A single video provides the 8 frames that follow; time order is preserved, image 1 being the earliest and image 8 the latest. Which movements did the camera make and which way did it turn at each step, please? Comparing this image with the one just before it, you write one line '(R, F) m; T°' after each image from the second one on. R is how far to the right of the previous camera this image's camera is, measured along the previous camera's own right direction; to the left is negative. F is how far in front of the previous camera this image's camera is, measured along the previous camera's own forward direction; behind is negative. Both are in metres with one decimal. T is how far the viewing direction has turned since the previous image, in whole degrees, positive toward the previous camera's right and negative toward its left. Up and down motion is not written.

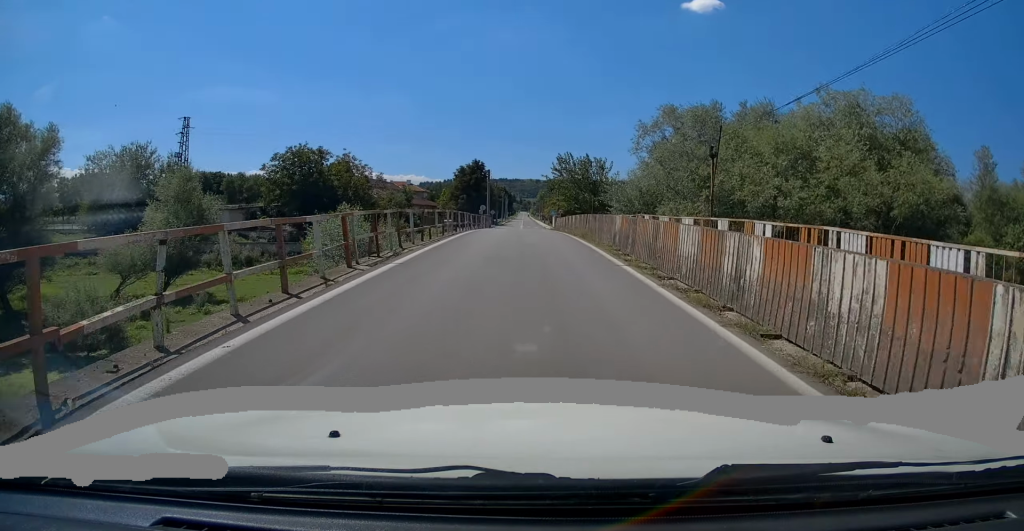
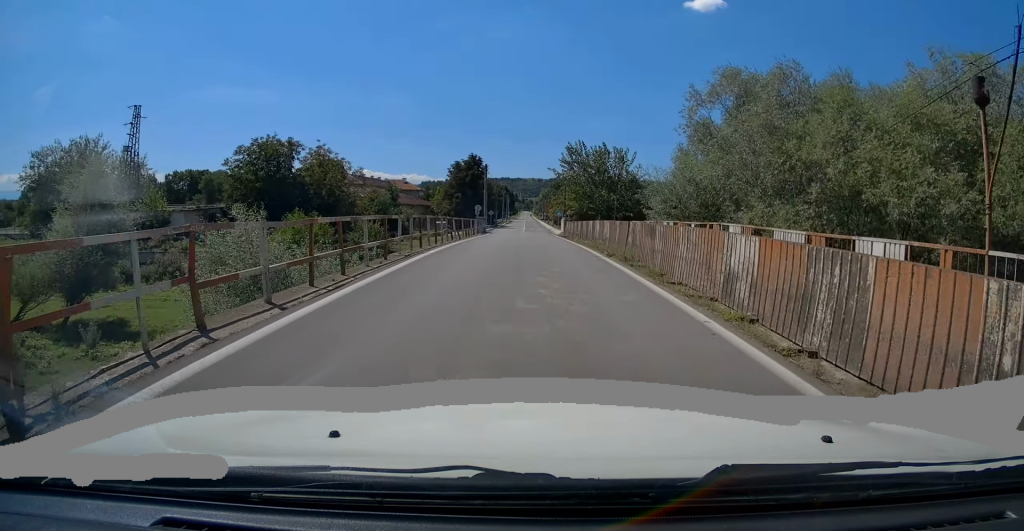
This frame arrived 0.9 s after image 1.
(0.0, +9.9) m; 0°
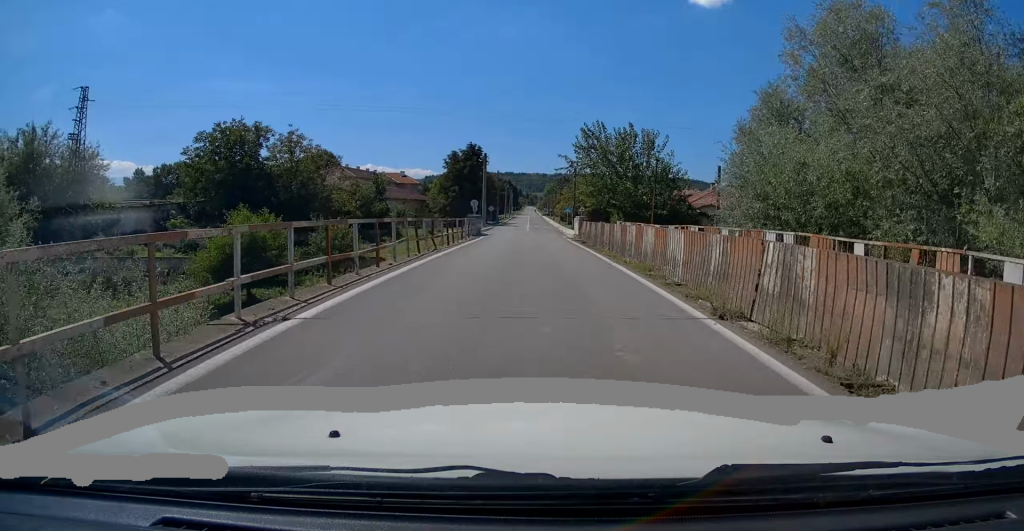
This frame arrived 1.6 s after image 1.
(0.0, +8.8) m; 0°
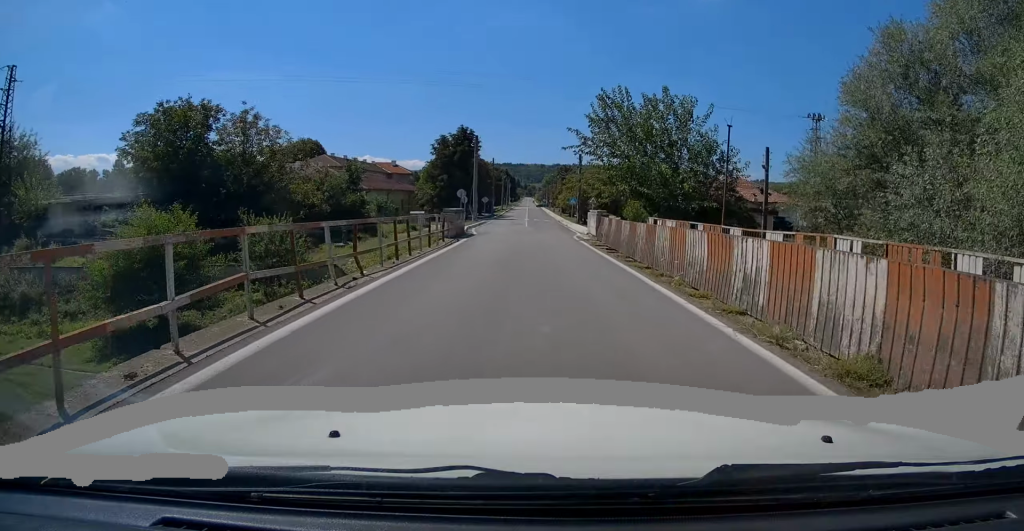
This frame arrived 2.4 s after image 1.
(0.0, +8.8) m; 0°
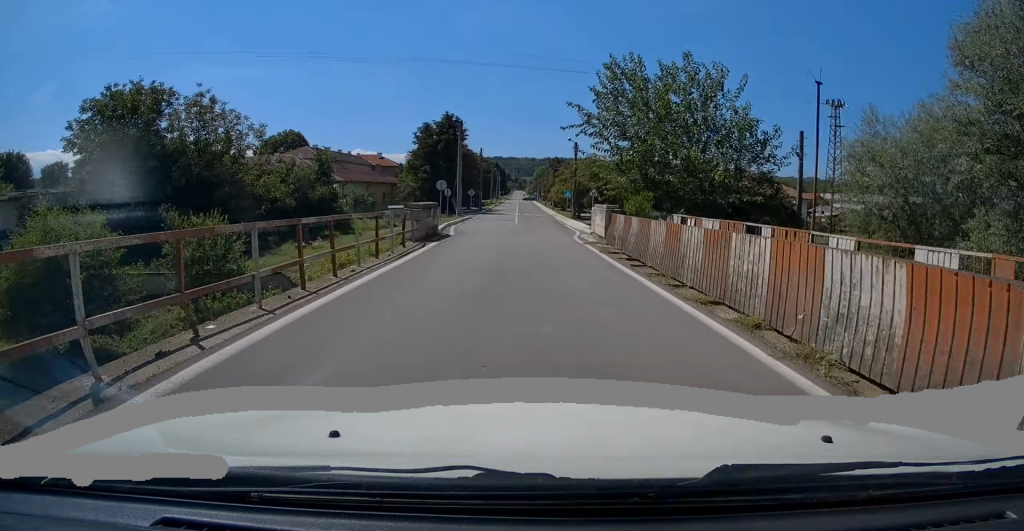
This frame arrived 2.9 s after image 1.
(0.0, +5.4) m; 0°
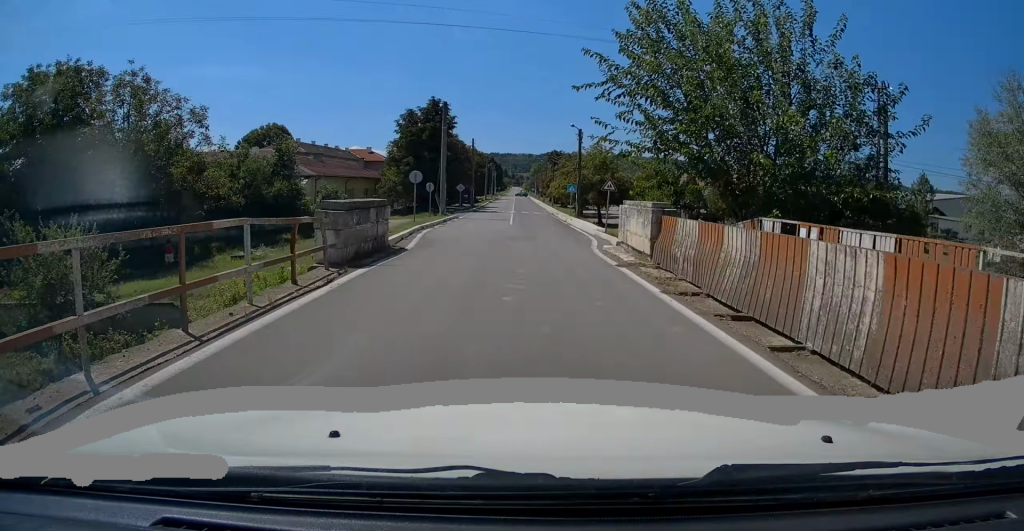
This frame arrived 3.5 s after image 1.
(0.0, +7.4) m; 0°
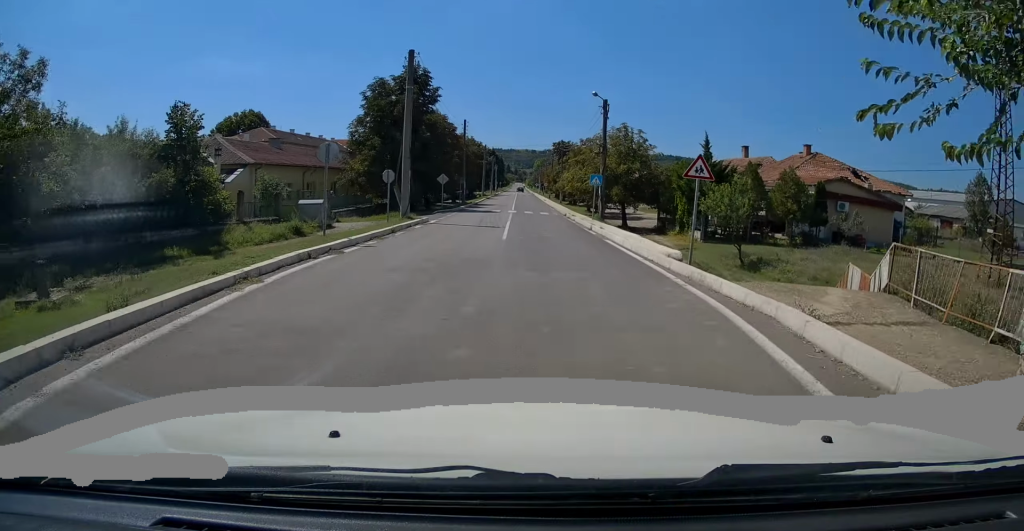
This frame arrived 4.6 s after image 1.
(0.0, +13.3) m; 0°
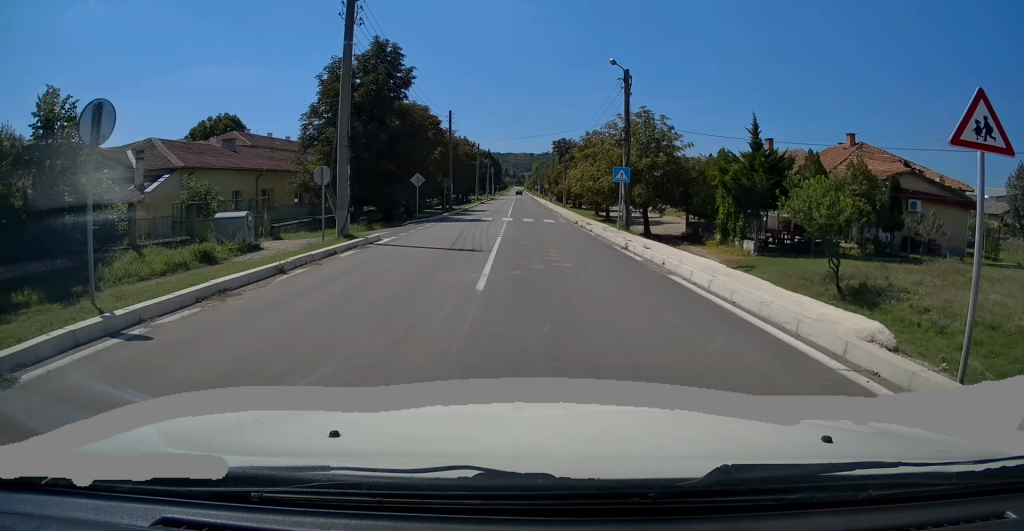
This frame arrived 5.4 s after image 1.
(0.0, +8.9) m; 0°
